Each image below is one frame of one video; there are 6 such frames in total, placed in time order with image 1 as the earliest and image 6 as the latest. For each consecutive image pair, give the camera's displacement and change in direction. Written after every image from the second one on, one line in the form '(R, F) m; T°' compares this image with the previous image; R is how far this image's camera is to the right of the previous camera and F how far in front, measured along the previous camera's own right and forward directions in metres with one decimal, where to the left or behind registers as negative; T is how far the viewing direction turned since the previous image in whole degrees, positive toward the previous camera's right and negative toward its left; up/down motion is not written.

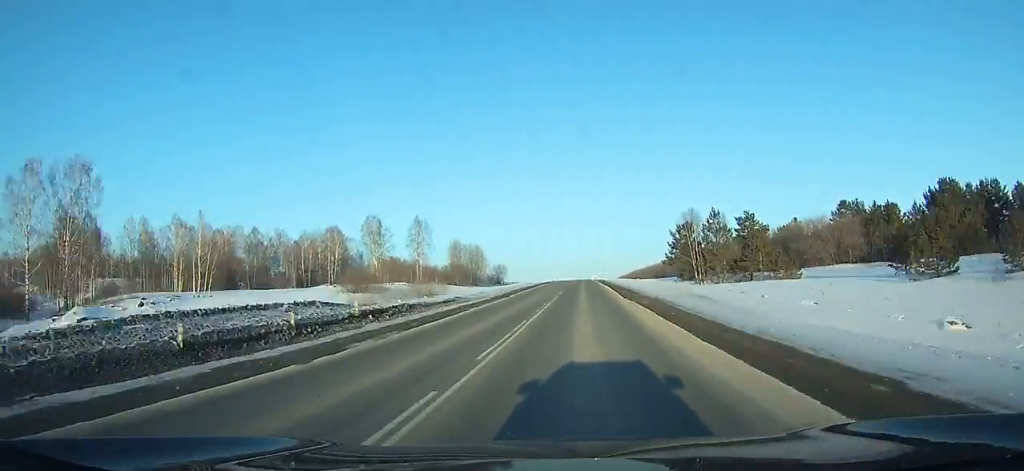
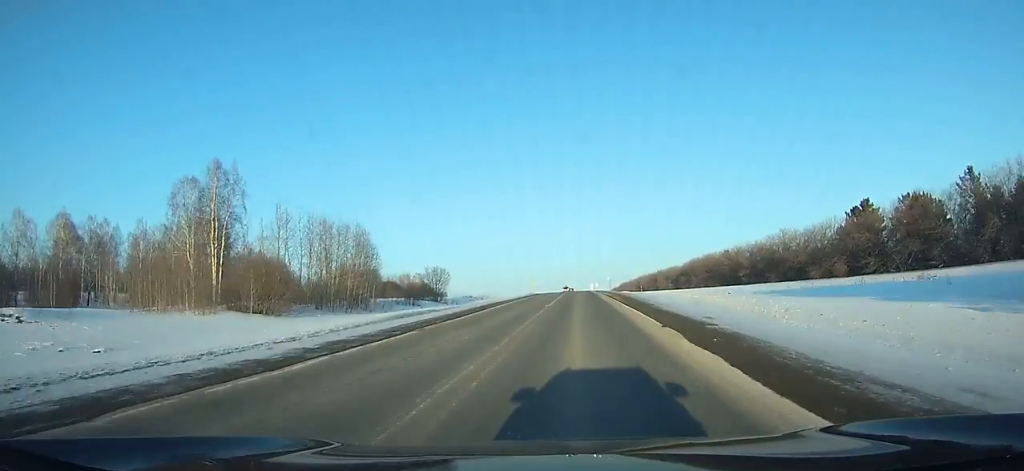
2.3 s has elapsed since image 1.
(-0.1, +67.4) m; 0°
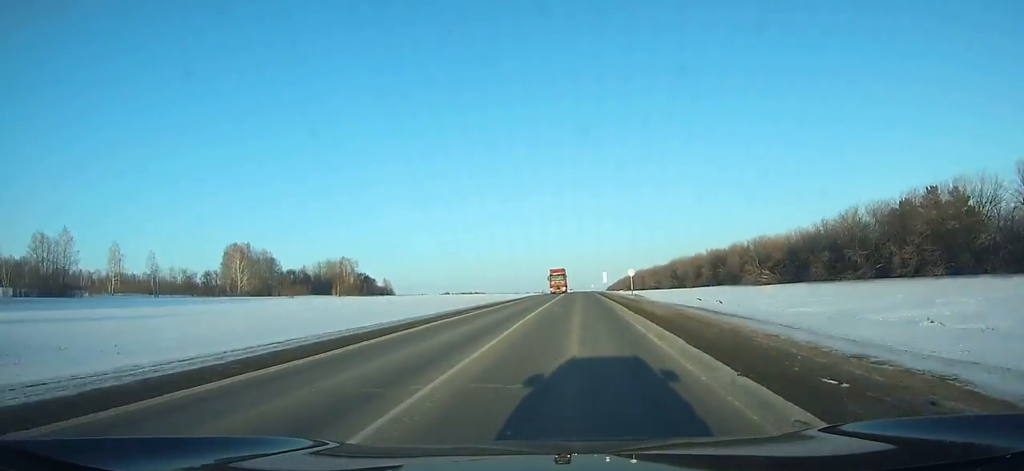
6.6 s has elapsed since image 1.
(-0.2, +124.7) m; 0°
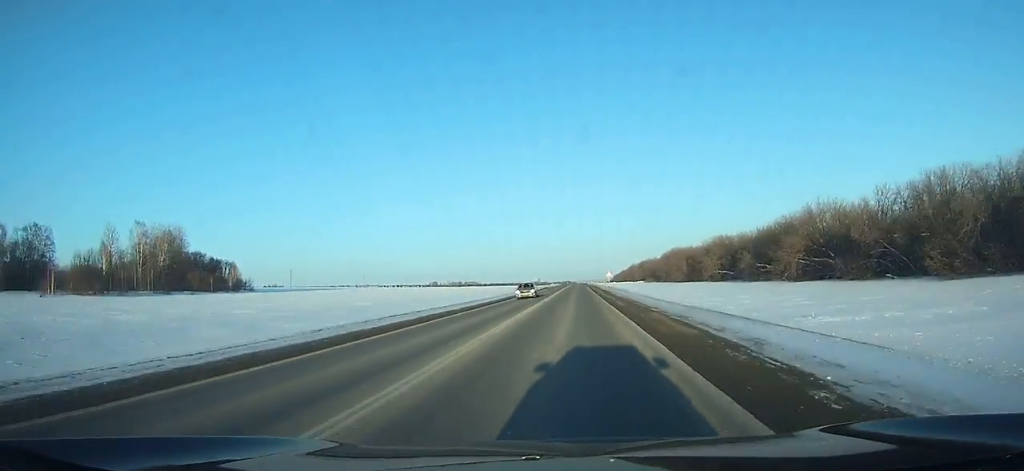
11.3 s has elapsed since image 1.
(-0.3, +135.8) m; 0°
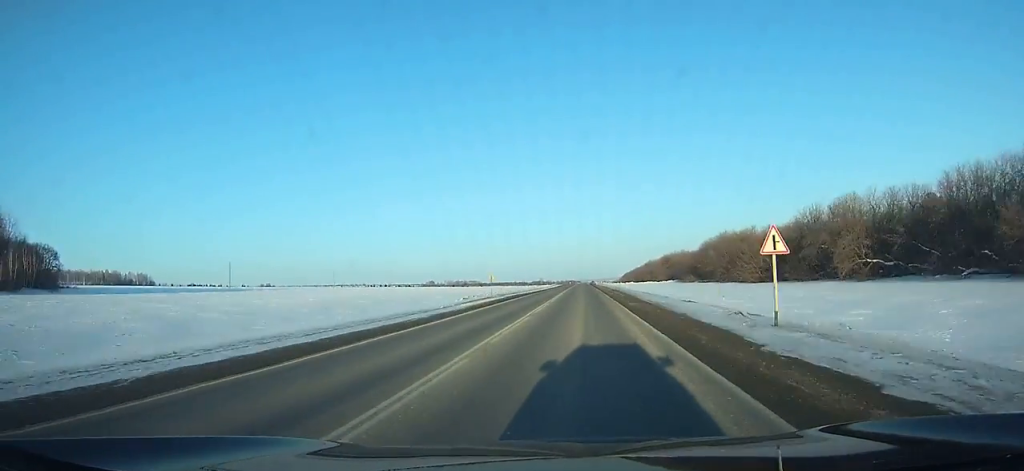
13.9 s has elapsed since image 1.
(+0.2, +75.0) m; 0°
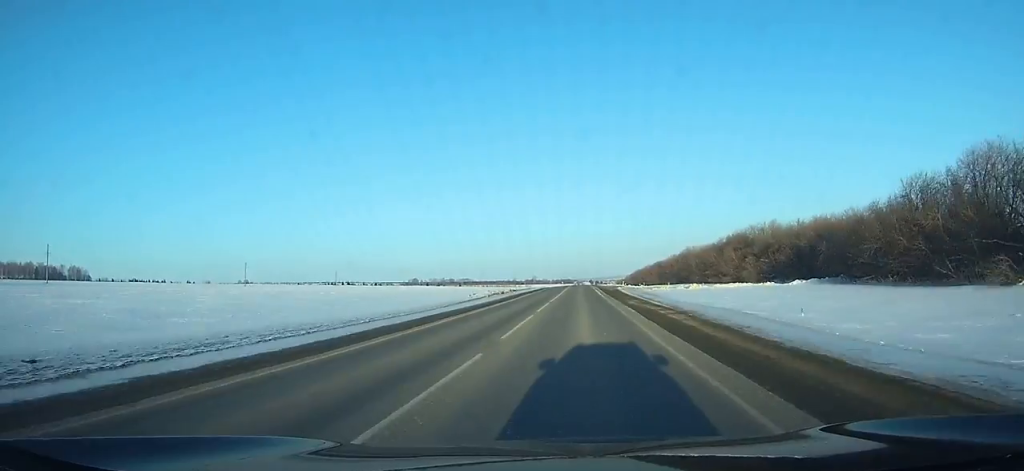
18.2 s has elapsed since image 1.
(+0.1, +123.9) m; 0°
